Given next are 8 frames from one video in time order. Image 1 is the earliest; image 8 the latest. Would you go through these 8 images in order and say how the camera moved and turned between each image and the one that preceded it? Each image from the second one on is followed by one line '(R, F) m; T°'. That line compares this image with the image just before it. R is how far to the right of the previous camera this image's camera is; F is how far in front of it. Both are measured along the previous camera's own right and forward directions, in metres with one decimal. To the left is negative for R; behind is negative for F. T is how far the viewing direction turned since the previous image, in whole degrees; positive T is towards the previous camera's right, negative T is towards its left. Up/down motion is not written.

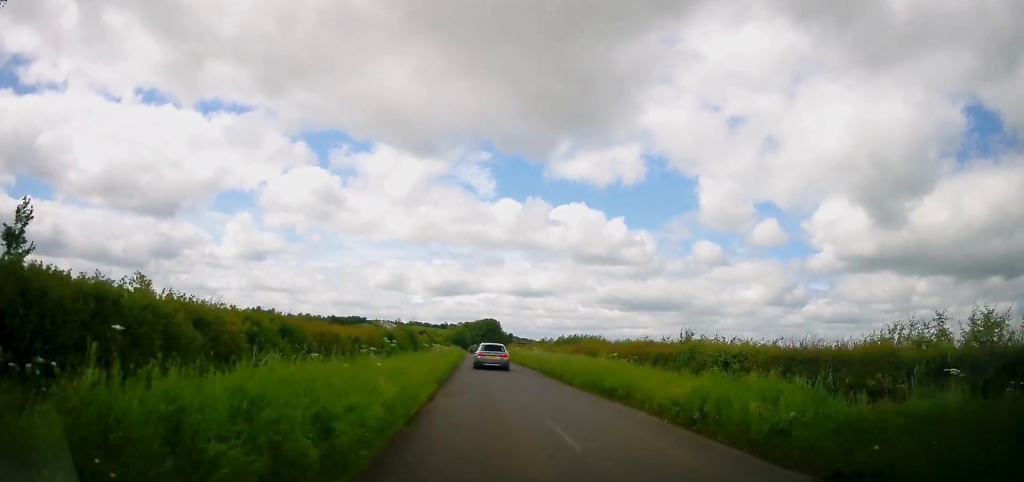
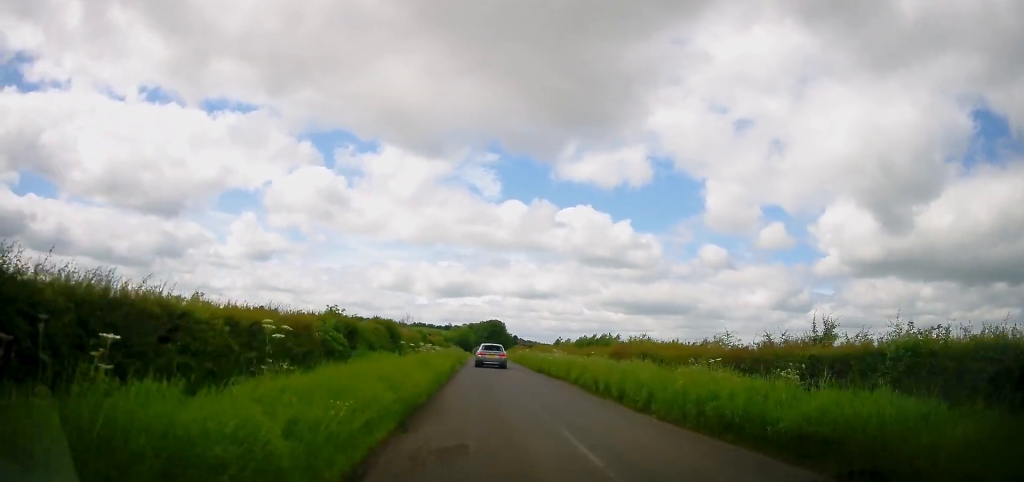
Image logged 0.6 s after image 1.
(-0.5, +10.1) m; 0°
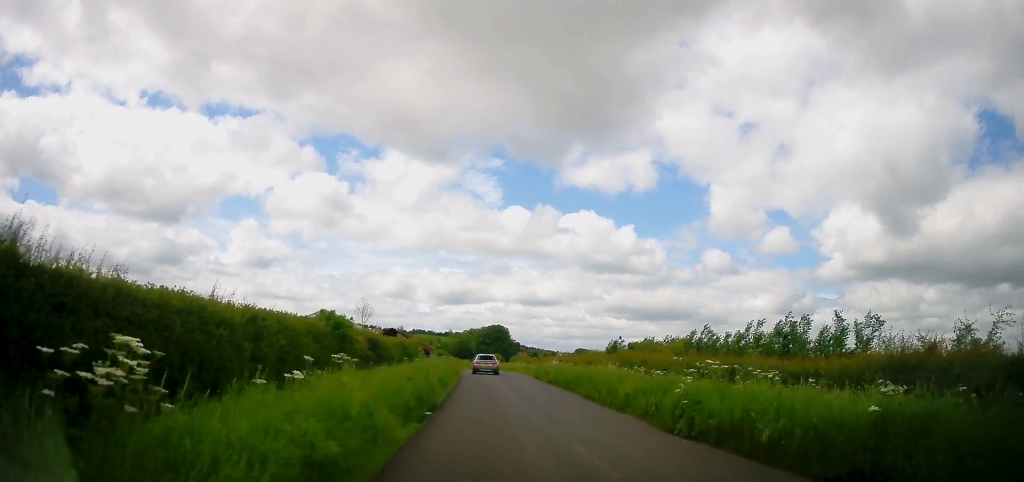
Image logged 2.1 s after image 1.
(+0.4, +27.1) m; 0°
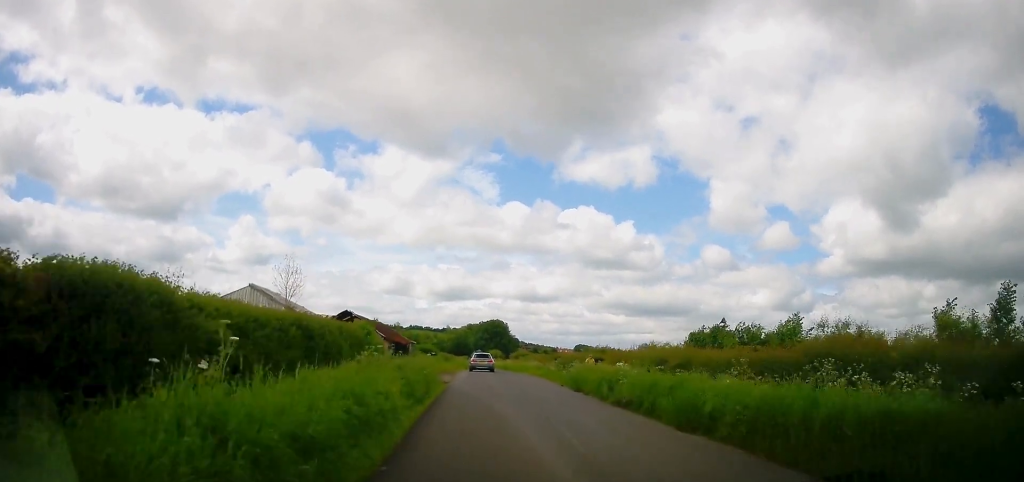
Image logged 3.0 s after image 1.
(-0.2, +16.5) m; 0°
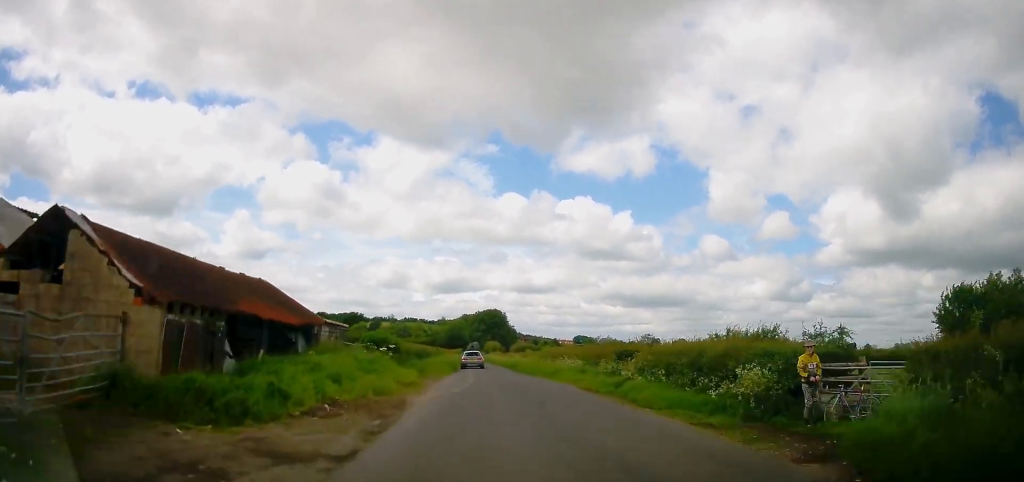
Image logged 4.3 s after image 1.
(+0.5, +24.1) m; +1°
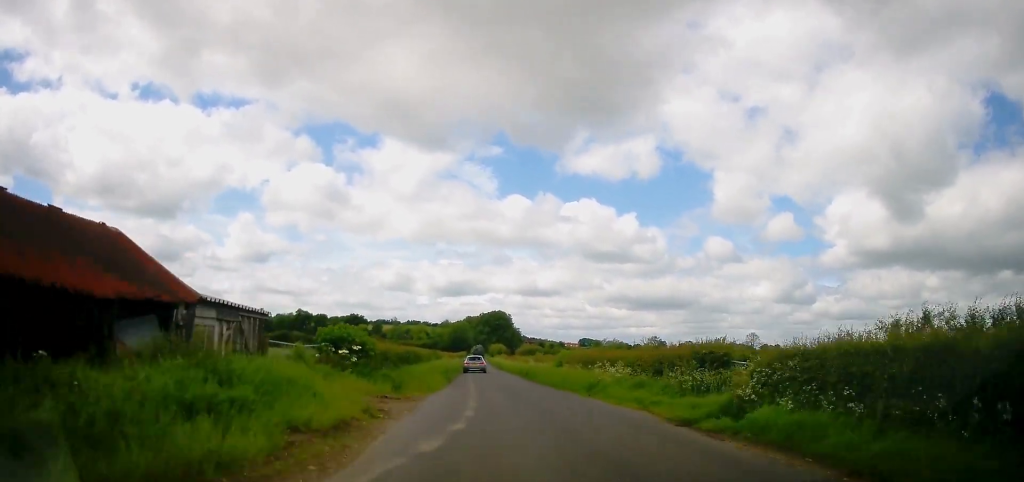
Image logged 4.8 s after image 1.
(+0.1, +9.7) m; 0°
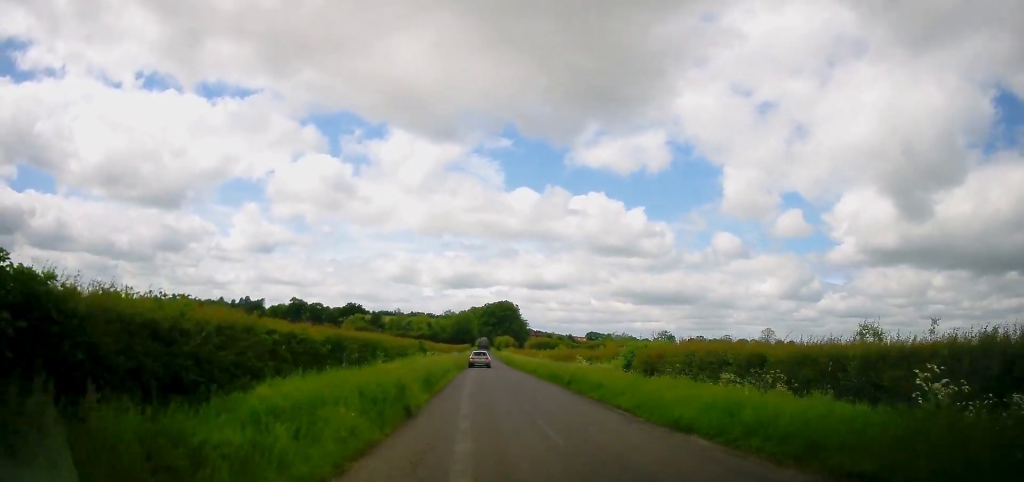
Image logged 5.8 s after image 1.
(-0.3, +19.1) m; -2°
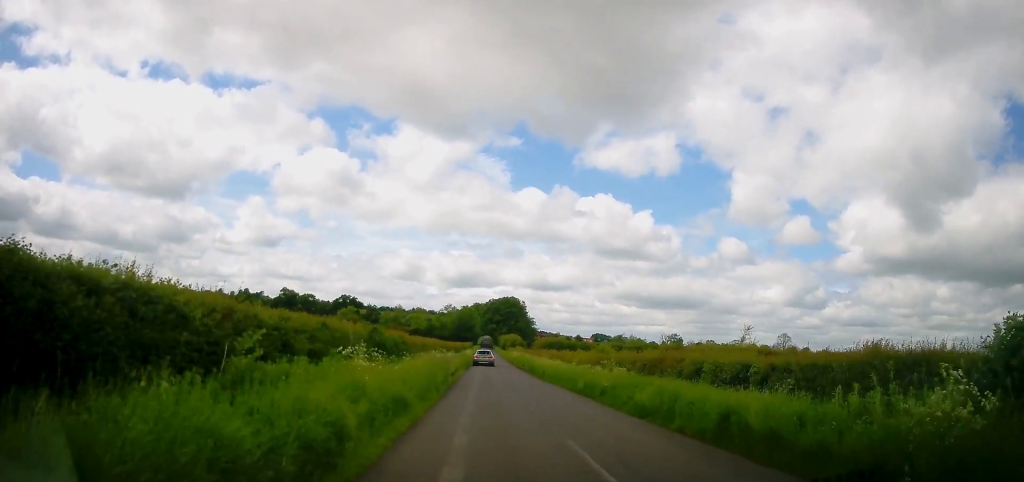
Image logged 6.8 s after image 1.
(-0.5, +20.9) m; 0°
